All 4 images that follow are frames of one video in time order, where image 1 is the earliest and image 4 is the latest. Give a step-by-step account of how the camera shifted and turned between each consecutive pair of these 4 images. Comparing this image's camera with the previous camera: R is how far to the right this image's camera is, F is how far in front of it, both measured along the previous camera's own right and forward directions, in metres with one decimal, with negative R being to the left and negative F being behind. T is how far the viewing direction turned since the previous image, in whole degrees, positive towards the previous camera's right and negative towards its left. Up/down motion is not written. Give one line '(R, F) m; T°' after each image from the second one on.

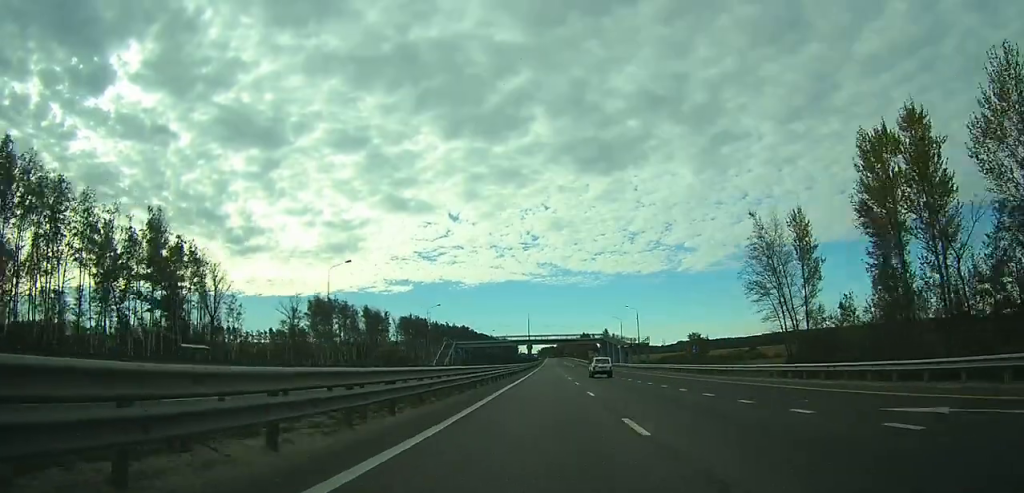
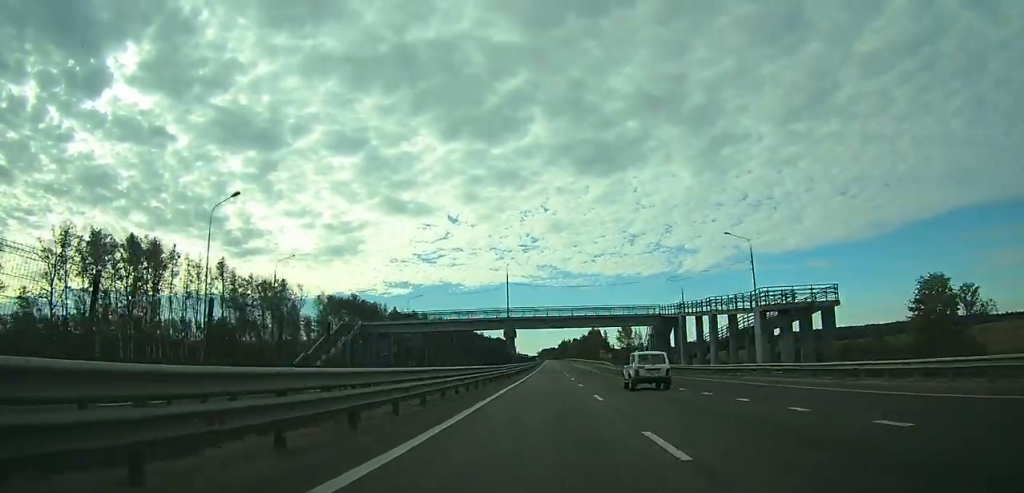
(-0.2, +71.9) m; 0°
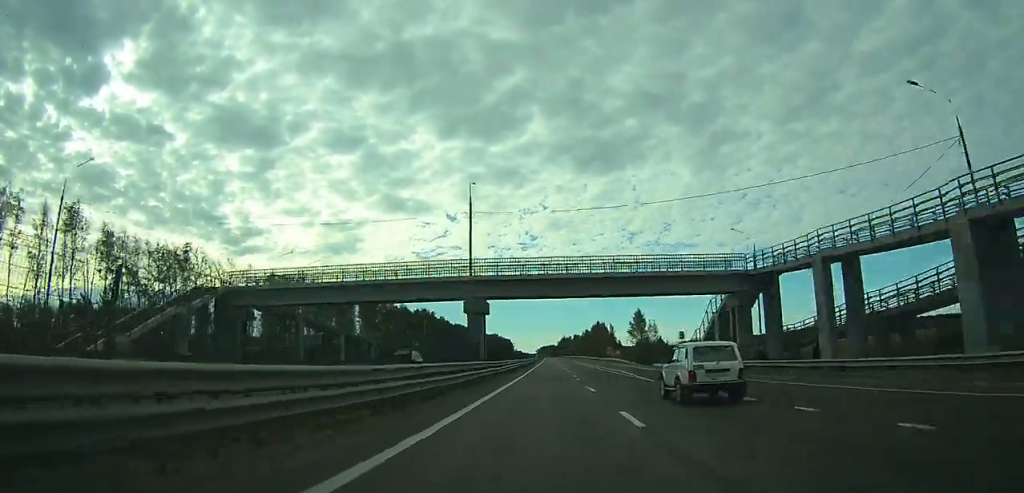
(+0.1, +30.6) m; 0°
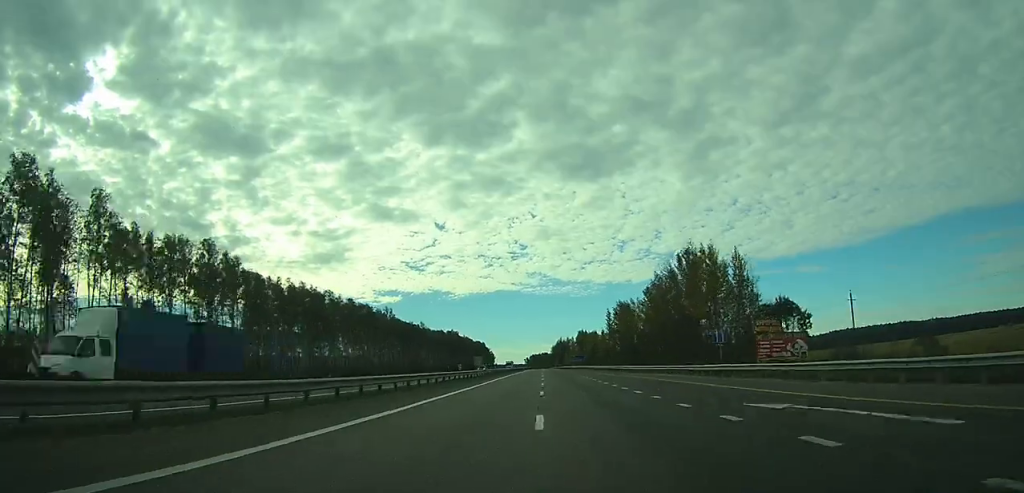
(+2.0, +189.8) m; +1°
